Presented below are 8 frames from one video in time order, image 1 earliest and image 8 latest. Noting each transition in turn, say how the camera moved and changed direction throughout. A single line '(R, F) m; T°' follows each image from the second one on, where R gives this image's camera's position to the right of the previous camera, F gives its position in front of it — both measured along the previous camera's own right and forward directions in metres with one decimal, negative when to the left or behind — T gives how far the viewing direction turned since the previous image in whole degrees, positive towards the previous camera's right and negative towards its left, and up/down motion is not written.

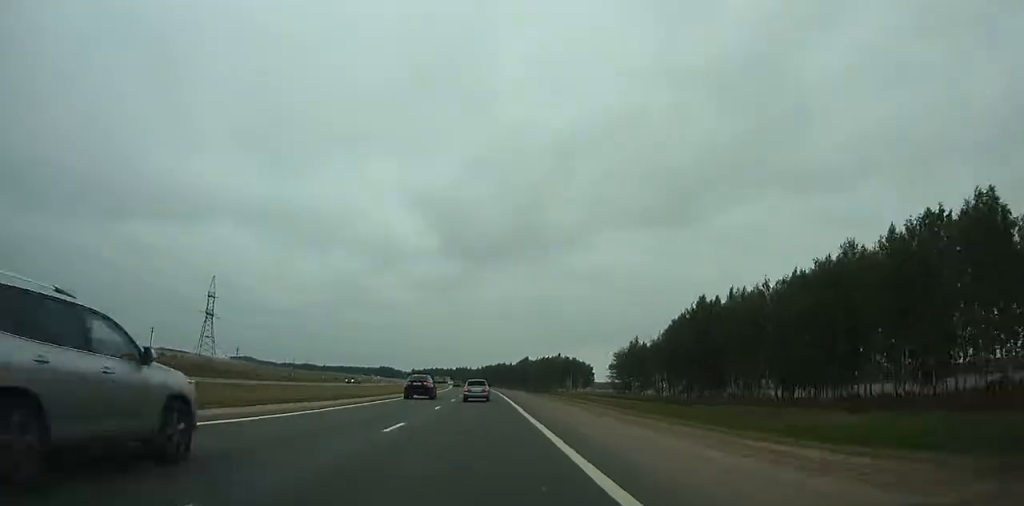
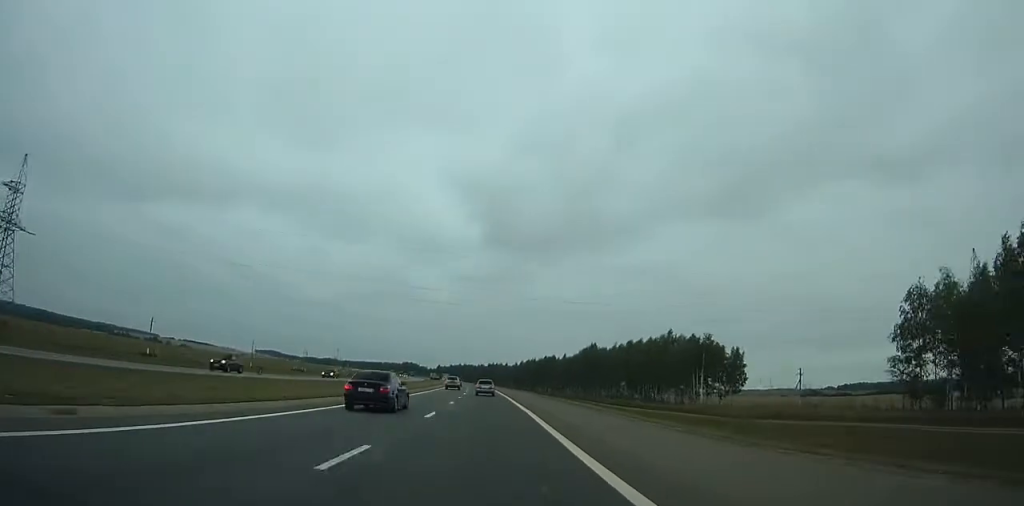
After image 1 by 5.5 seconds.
(-2.5, +125.5) m; -3°
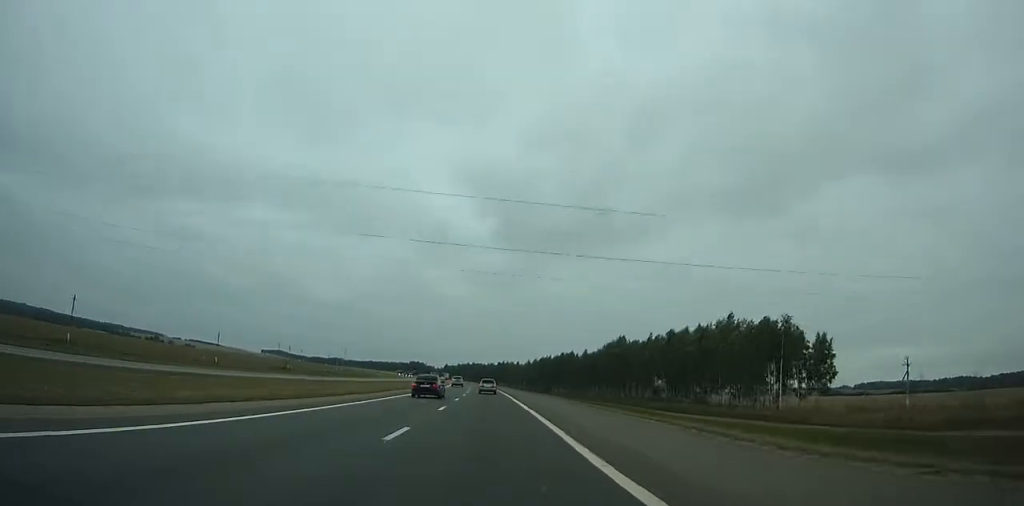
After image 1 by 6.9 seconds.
(-0.2, +32.0) m; -1°
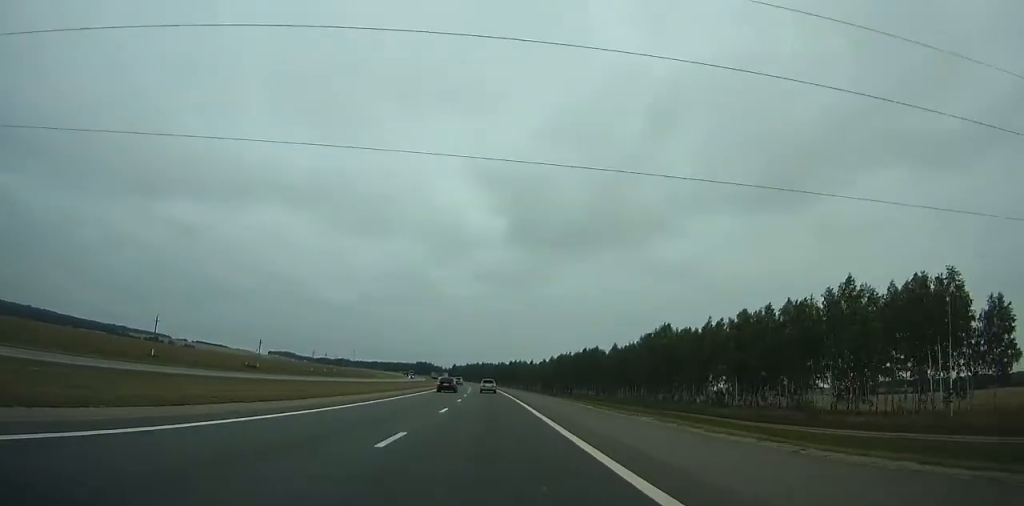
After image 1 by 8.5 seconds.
(-0.4, +36.2) m; -1°
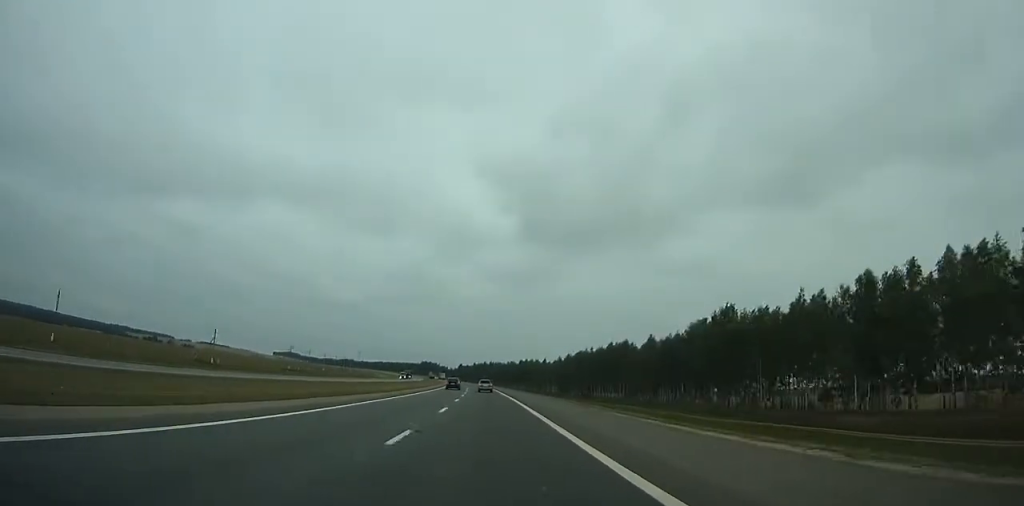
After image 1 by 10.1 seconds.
(-0.1, +36.2) m; -1°
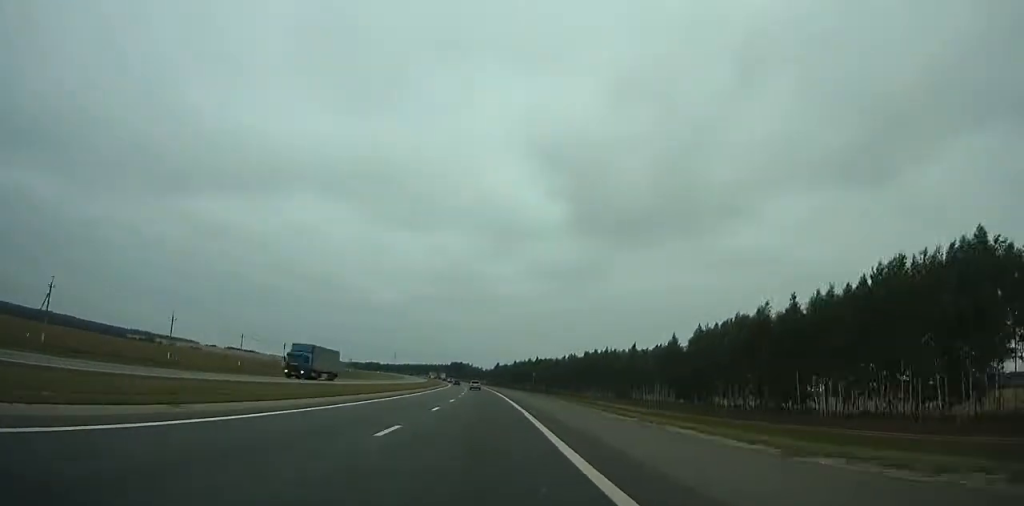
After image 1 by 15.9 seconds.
(-4.4, +130.3) m; -4°
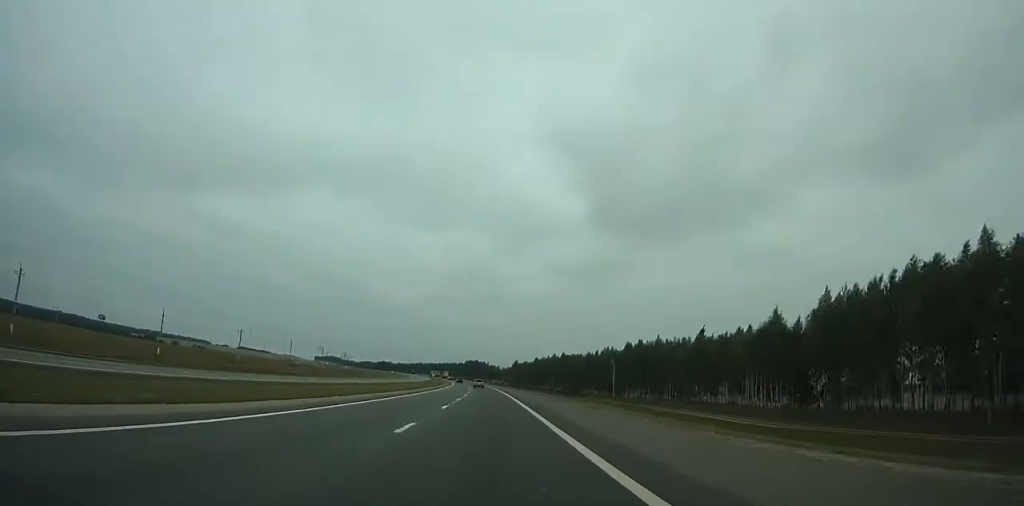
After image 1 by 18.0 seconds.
(-0.8, +47.2) m; -1°
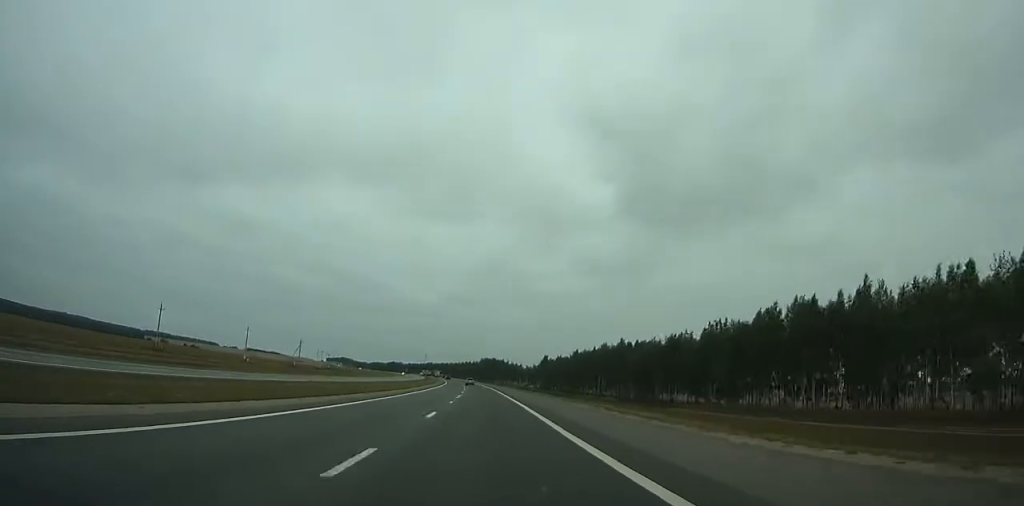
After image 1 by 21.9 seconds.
(-1.8, +88.5) m; -2°
